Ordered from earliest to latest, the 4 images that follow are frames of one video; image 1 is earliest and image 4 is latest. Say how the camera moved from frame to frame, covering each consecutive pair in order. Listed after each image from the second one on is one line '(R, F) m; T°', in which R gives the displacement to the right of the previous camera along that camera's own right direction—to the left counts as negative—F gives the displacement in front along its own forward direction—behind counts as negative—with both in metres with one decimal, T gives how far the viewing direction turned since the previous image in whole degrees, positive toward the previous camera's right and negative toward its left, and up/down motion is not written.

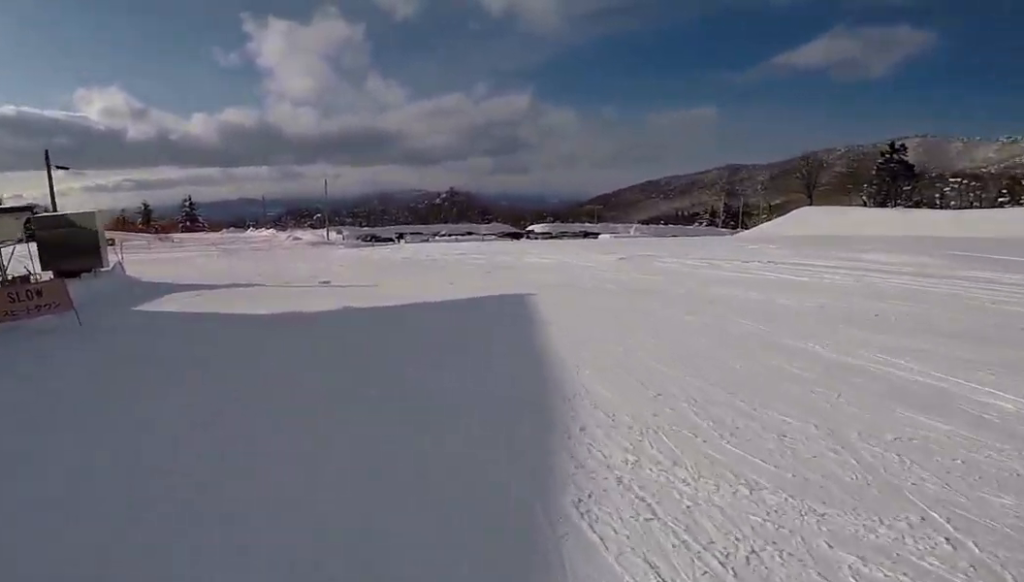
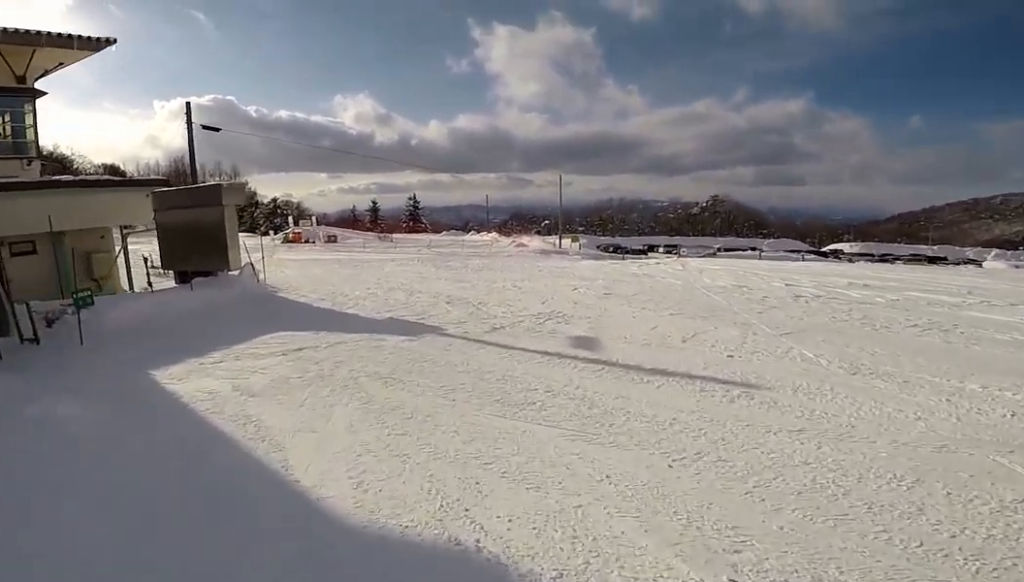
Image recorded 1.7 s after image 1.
(-0.8, +9.3) m; -14°
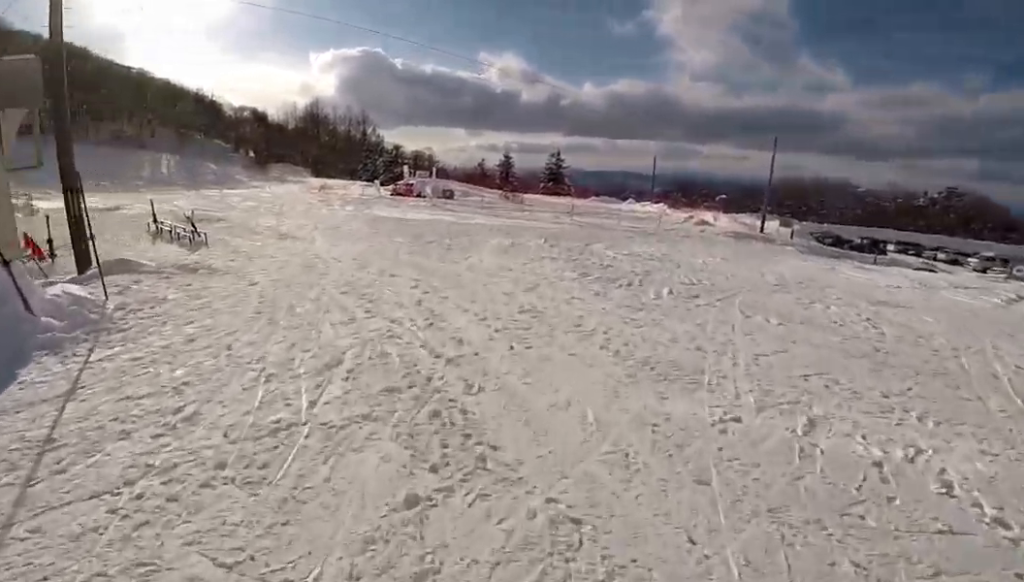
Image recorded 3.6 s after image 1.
(-0.7, +8.5) m; -19°
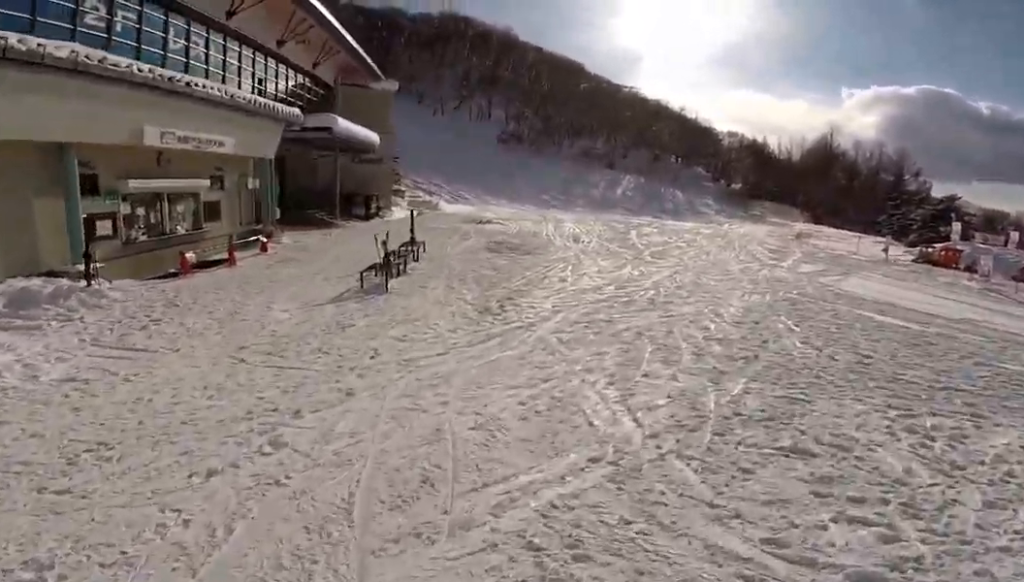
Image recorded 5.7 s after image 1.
(-2.7, +7.0) m; -36°
